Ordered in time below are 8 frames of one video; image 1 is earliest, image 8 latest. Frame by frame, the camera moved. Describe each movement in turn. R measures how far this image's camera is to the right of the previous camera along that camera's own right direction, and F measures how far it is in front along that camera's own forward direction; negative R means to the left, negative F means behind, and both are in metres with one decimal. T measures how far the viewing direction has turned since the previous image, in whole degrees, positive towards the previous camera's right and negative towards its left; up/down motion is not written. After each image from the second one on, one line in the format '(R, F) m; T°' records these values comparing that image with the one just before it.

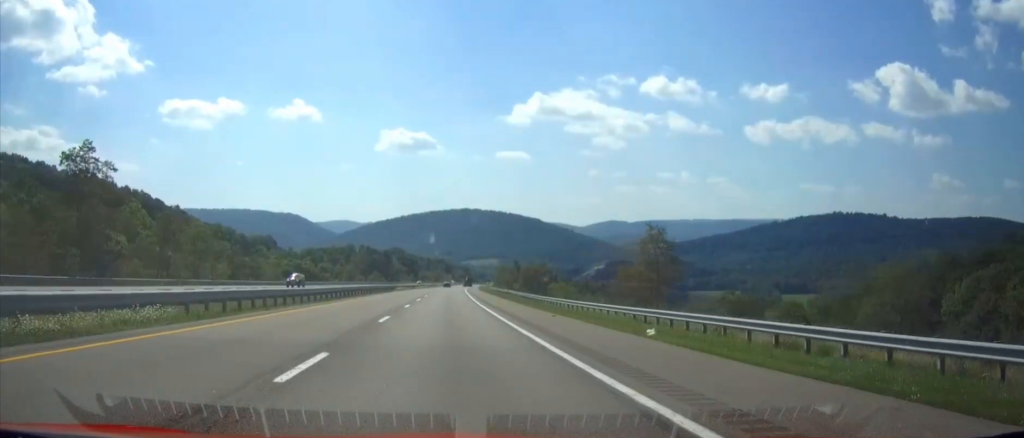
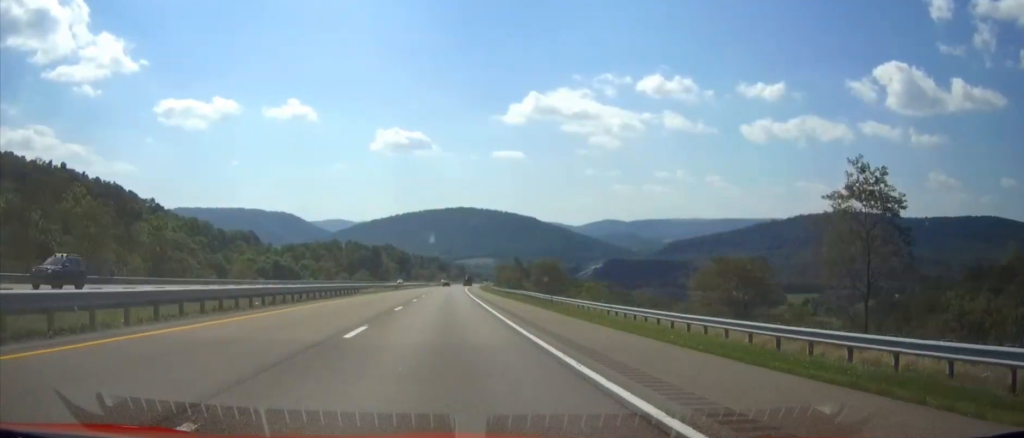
(+0.1, +30.8) m; 0°
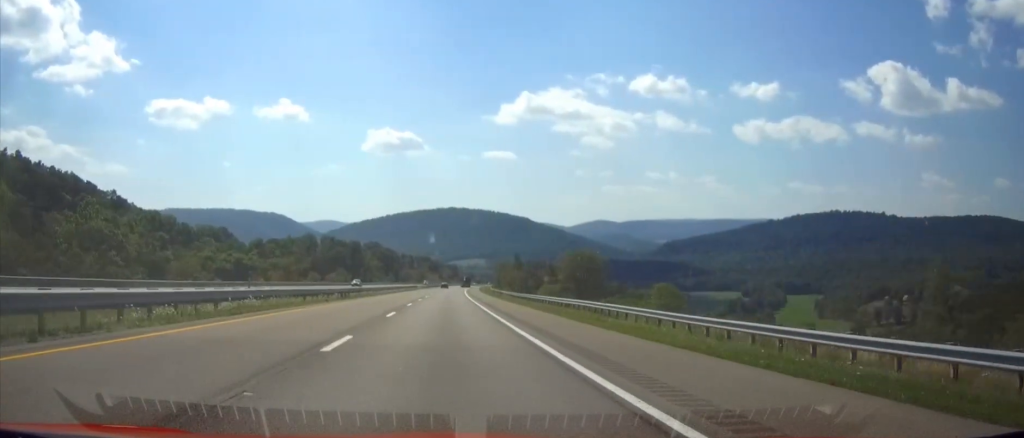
(+0.2, +40.2) m; +1°
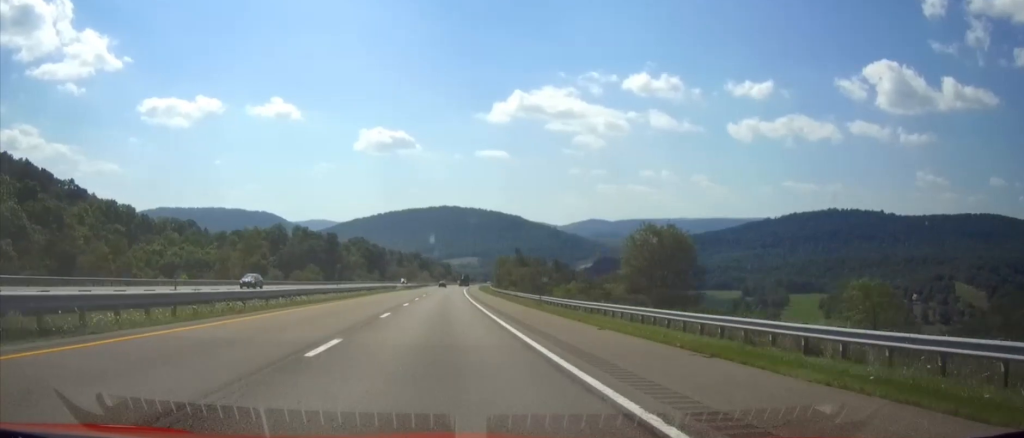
(+0.5, +37.8) m; +1°
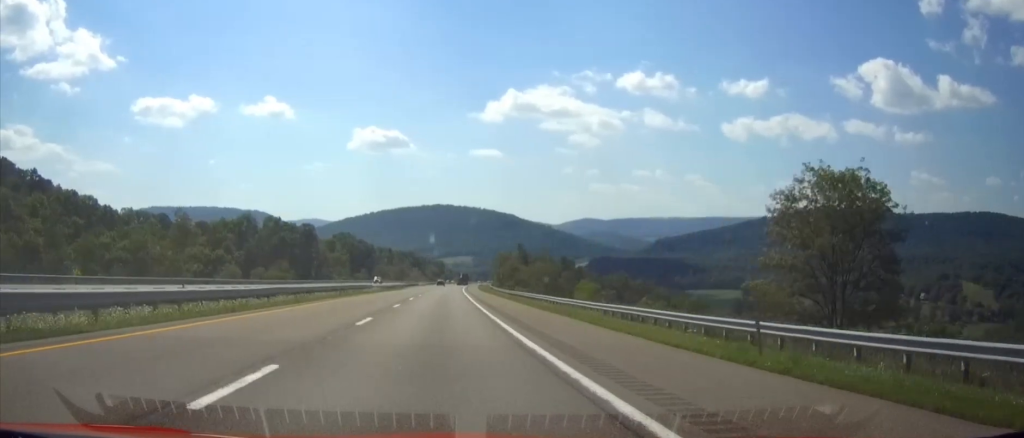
(+0.3, +29.5) m; +1°
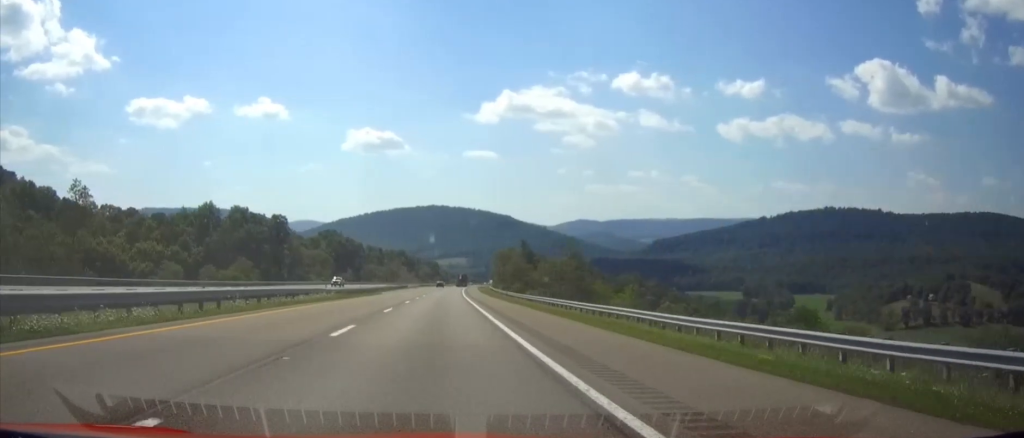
(0.0, +28.3) m; 0°
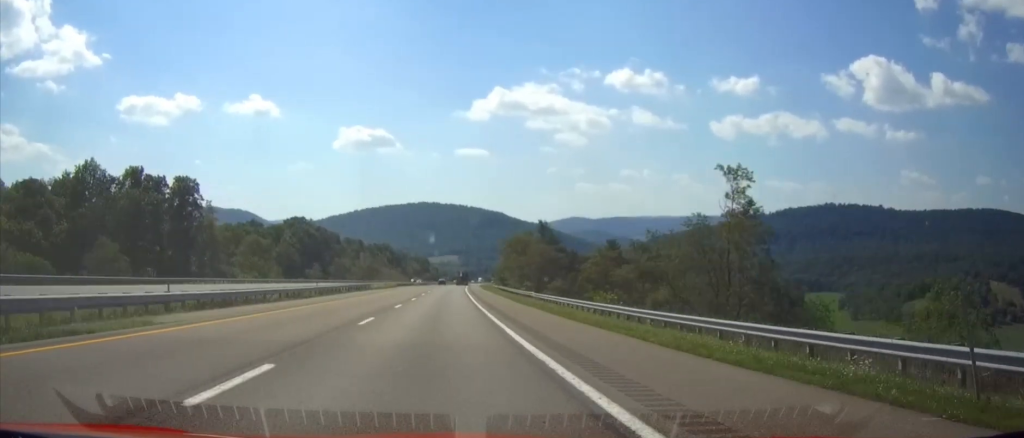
(0.0, +57.8) m; 0°
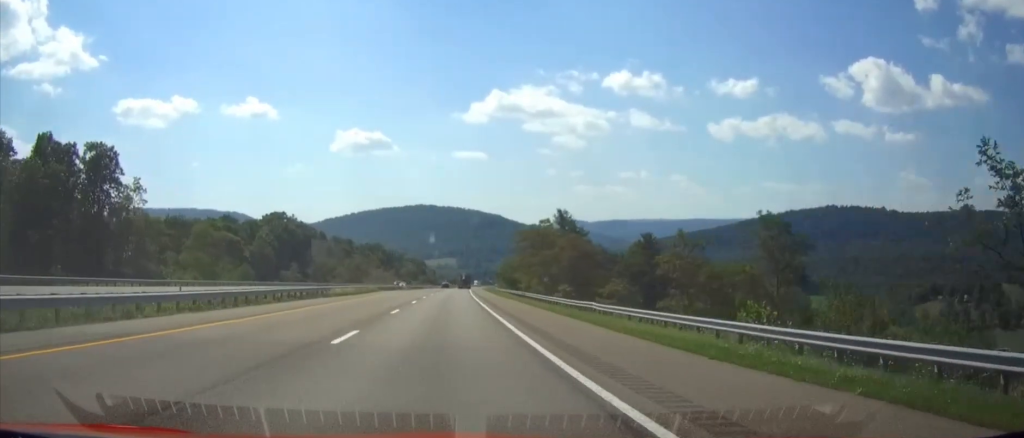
(0.0, +29.5) m; 0°
